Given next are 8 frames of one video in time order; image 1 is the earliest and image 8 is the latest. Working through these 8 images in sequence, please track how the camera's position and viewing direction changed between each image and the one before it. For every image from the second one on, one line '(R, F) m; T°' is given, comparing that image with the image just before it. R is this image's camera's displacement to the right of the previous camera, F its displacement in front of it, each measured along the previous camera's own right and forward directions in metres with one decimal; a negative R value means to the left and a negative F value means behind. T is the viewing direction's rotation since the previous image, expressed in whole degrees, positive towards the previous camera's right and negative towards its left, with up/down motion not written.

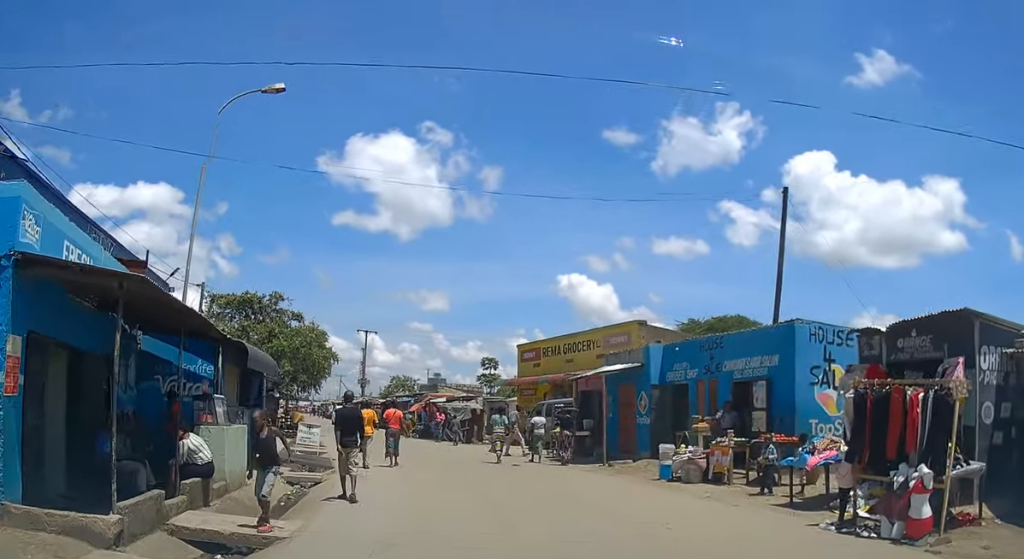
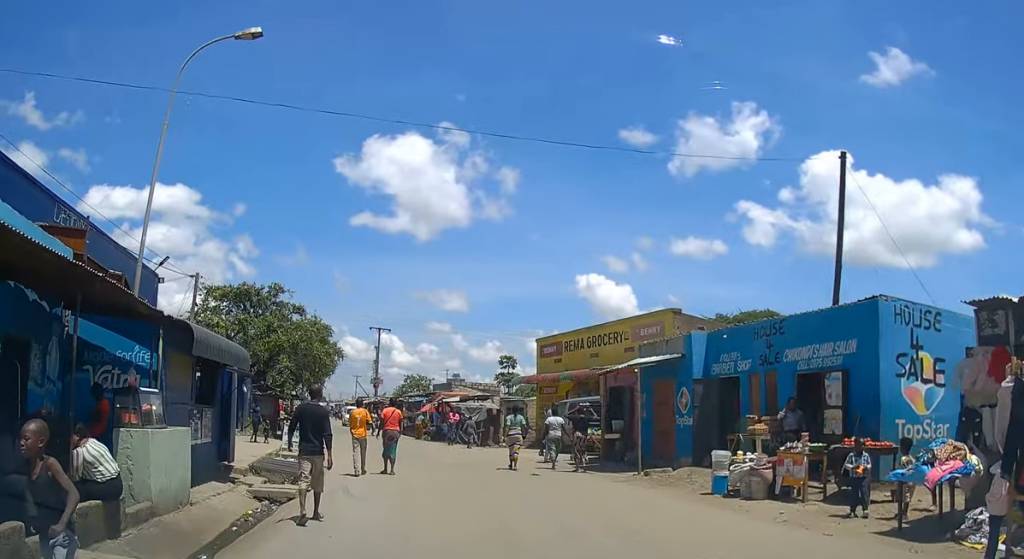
(-0.1, +3.1) m; -1°
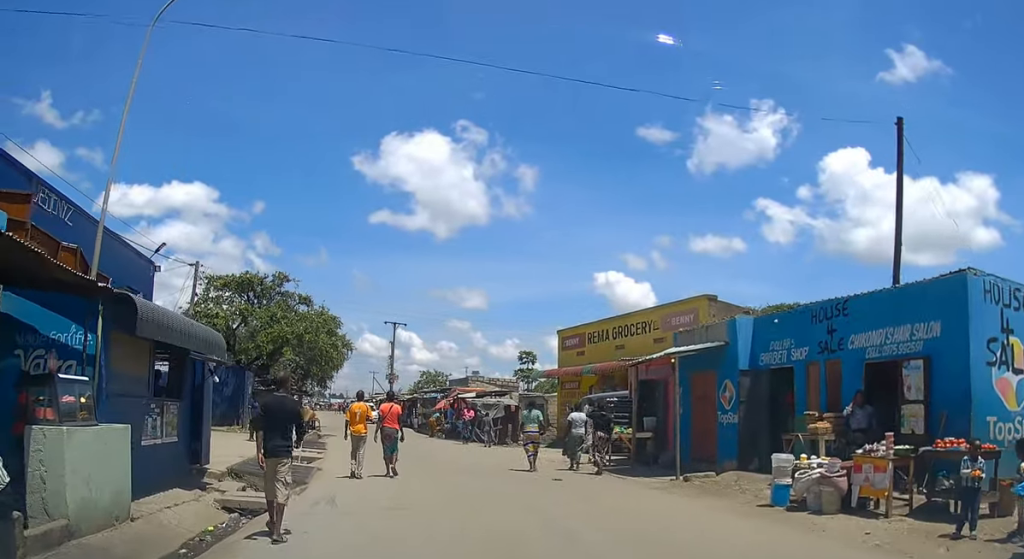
(0.0, +2.3) m; -1°
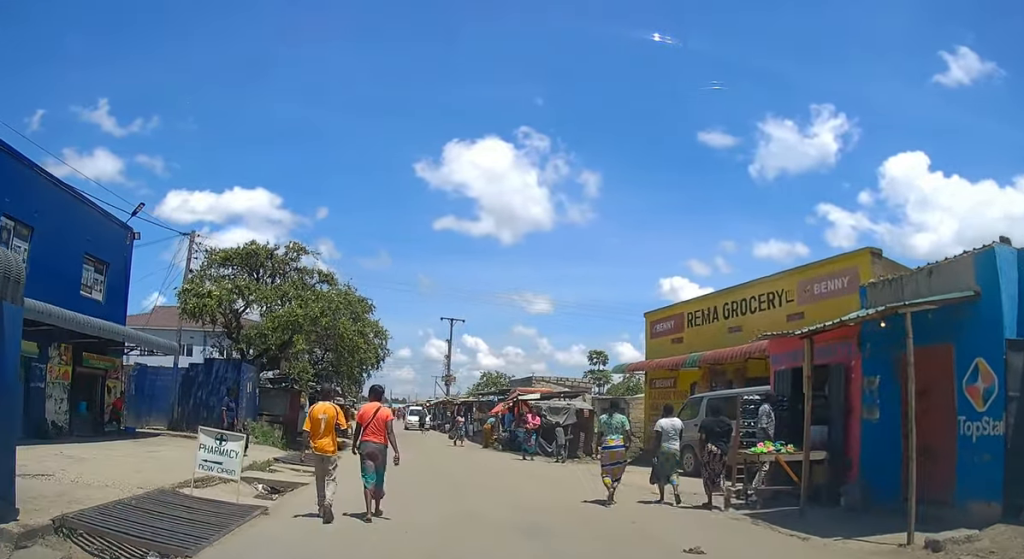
(-0.5, +7.5) m; -11°
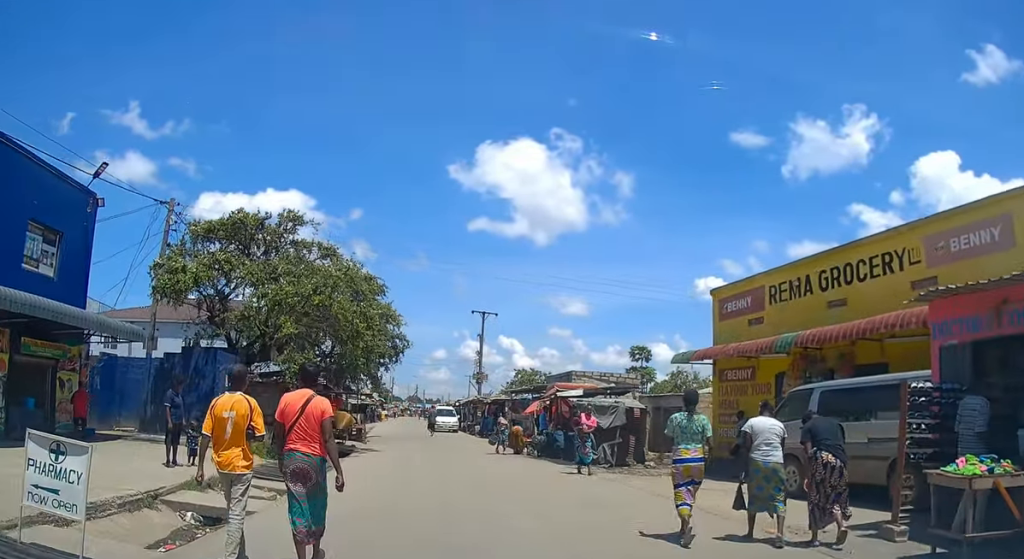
(-0.4, +4.9) m; -2°
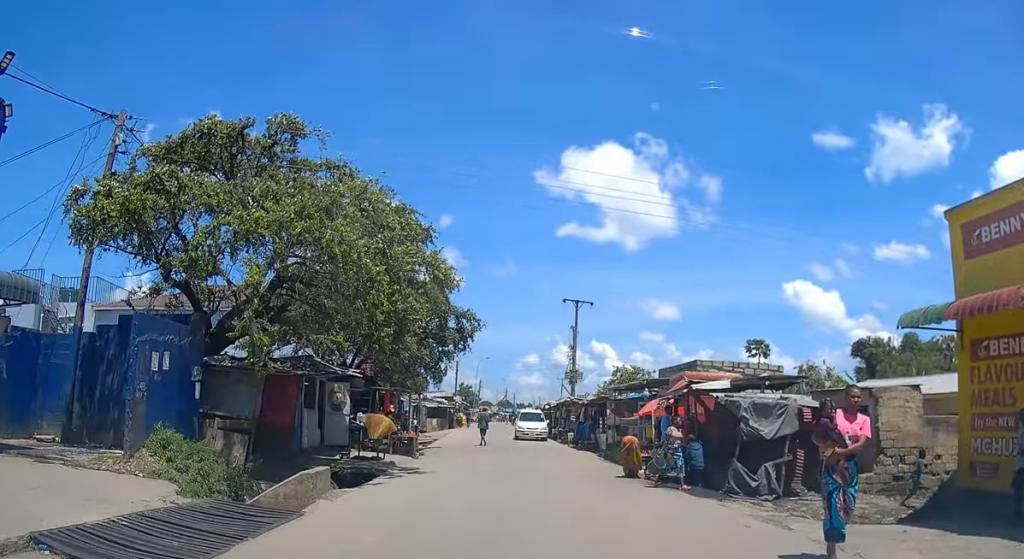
(+0.1, +7.8) m; -6°
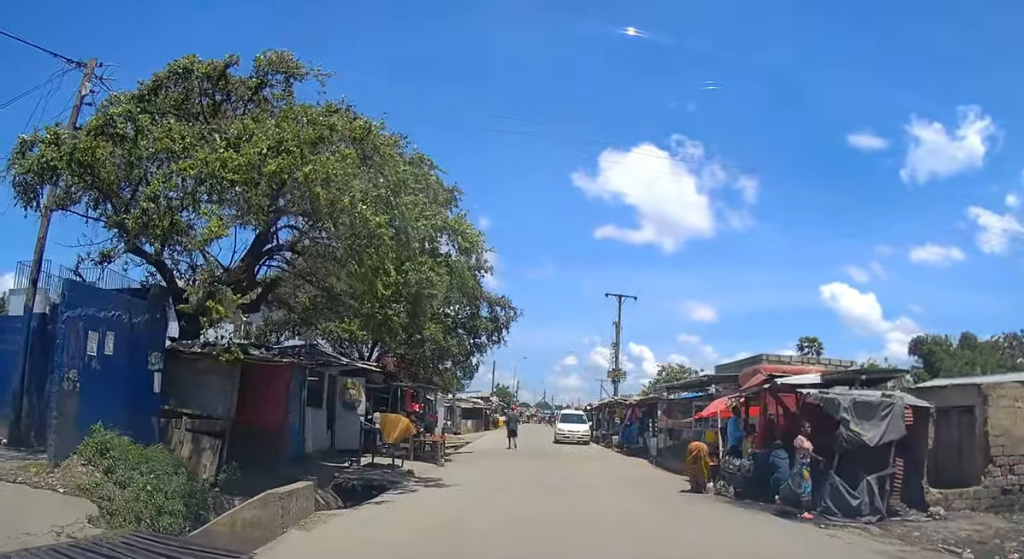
(-0.1, +3.0) m; -3°
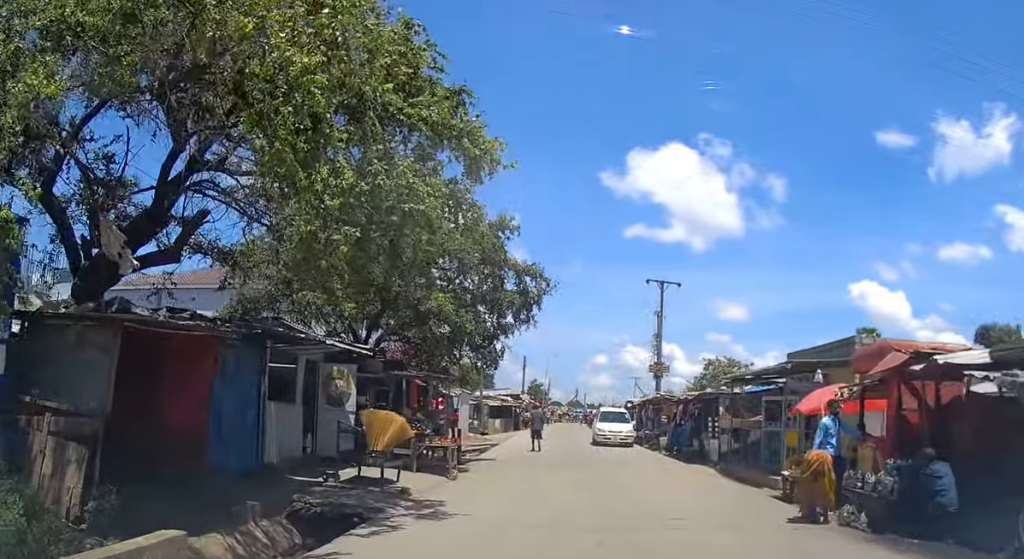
(-0.1, +4.1) m; -2°
